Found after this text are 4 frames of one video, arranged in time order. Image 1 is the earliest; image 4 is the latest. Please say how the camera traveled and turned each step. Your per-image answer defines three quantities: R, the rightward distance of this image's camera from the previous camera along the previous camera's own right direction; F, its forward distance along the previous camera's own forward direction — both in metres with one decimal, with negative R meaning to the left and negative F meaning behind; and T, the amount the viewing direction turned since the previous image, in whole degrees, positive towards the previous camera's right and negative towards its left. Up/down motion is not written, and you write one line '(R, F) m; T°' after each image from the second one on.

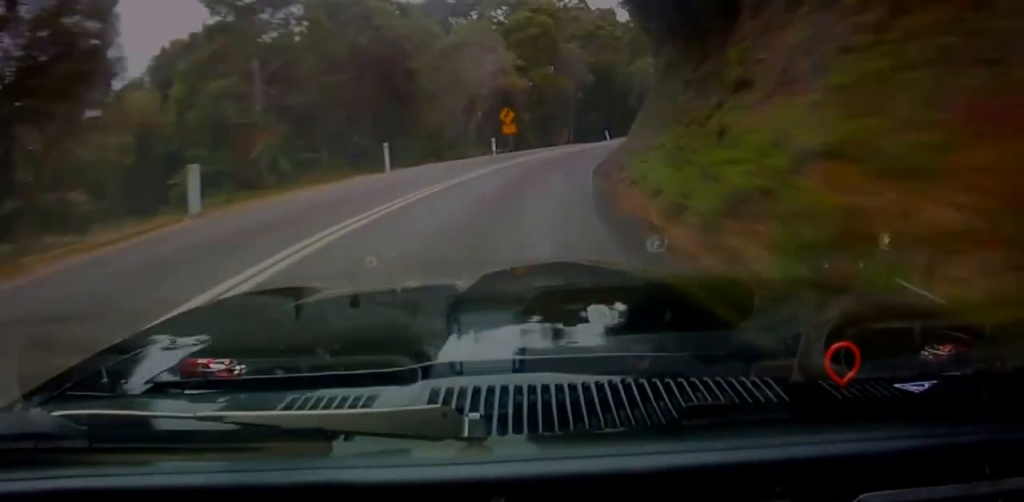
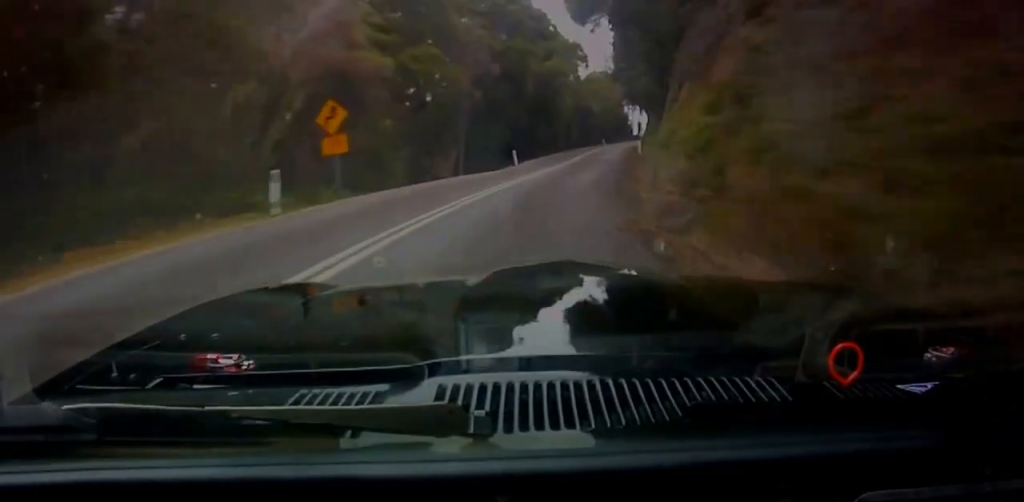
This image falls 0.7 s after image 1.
(+1.0, +23.4) m; +3°
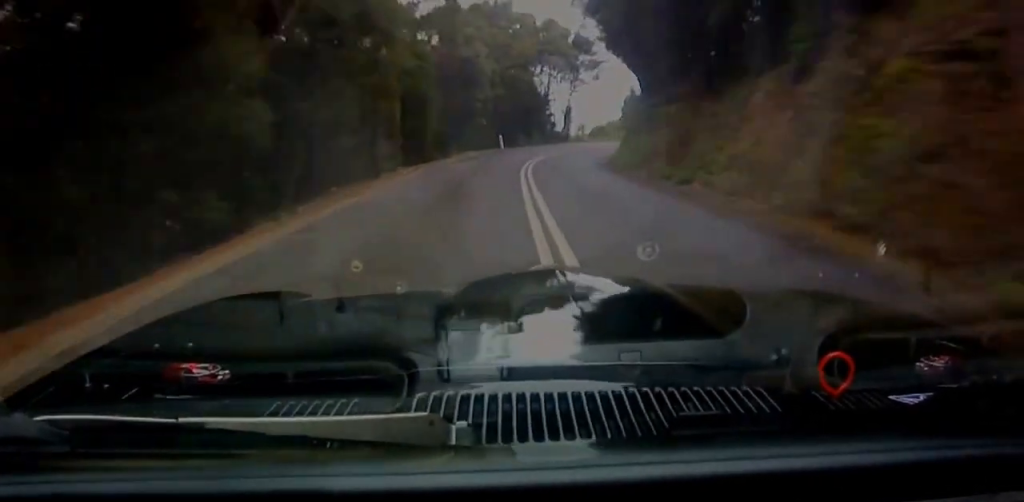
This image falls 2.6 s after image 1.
(+0.1, +61.2) m; 0°
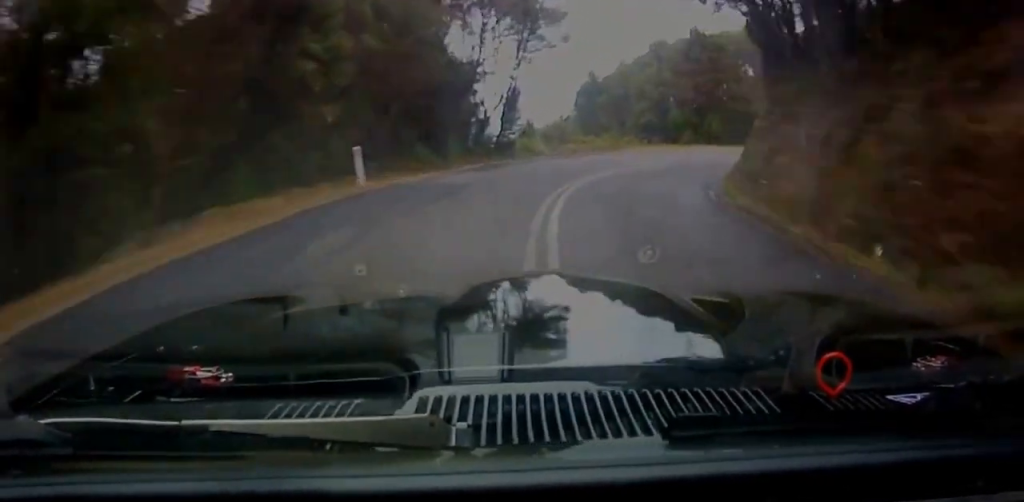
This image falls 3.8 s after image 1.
(+0.9, +33.4) m; +11°
